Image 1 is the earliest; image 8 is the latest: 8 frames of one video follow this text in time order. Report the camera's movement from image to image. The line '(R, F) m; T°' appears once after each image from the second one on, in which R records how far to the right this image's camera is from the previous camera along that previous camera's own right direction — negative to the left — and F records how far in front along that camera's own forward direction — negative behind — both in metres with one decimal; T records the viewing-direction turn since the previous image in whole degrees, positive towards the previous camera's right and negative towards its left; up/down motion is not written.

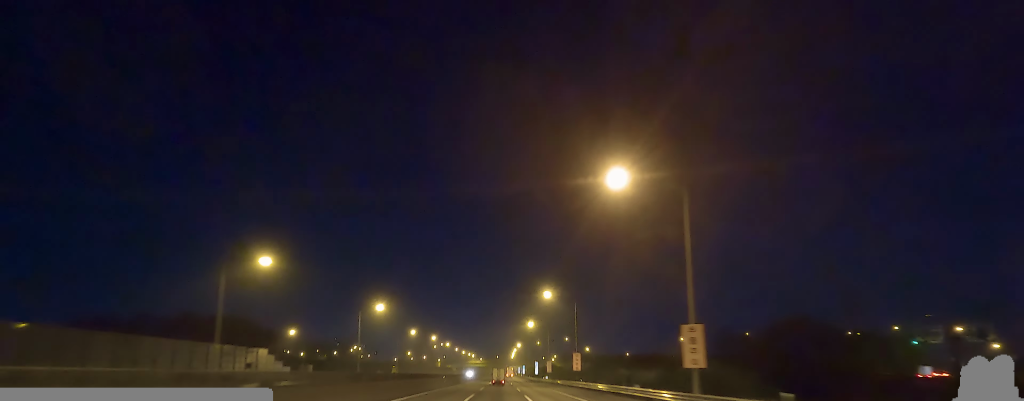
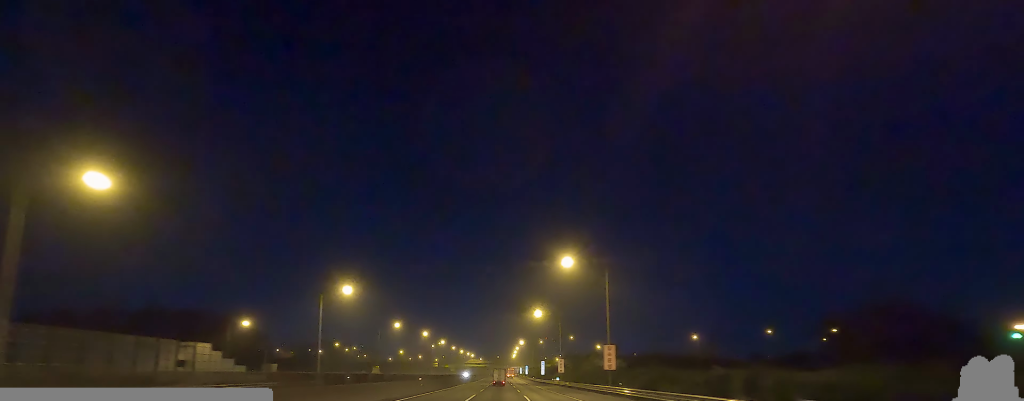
(+0.8, +19.5) m; +1°
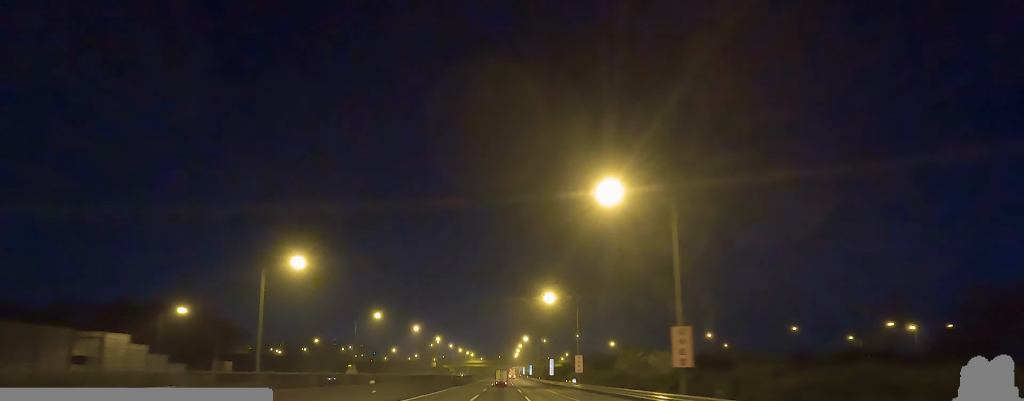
(-0.4, +17.7) m; -2°
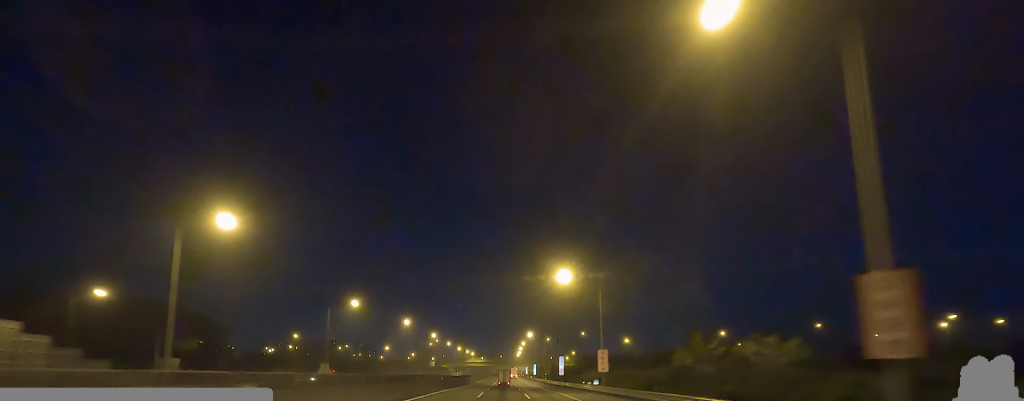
(-0.2, +14.4) m; -1°
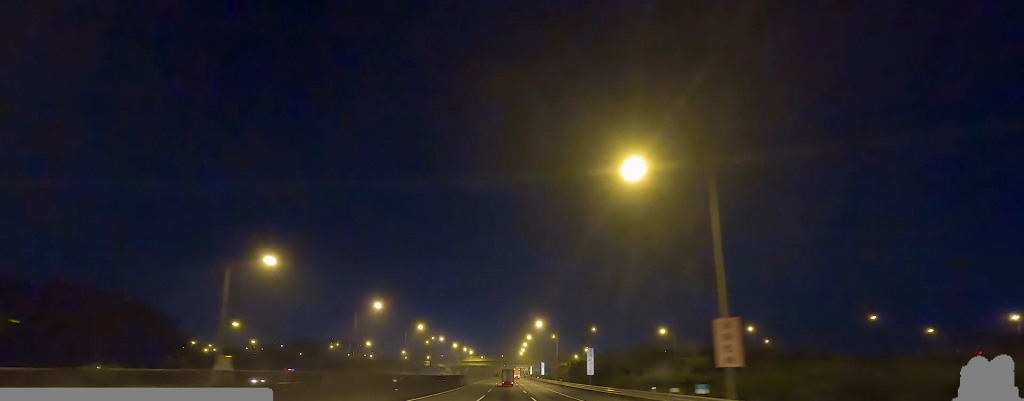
(-0.5, +27.3) m; 0°
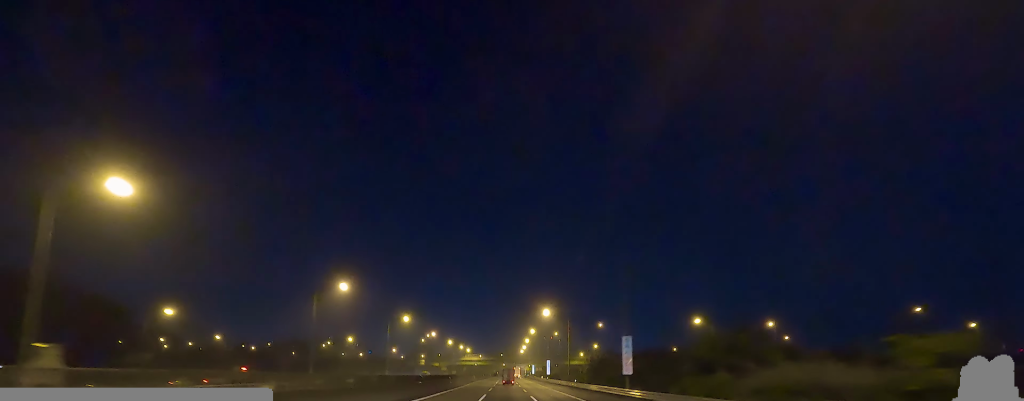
(-0.1, +18.0) m; +2°
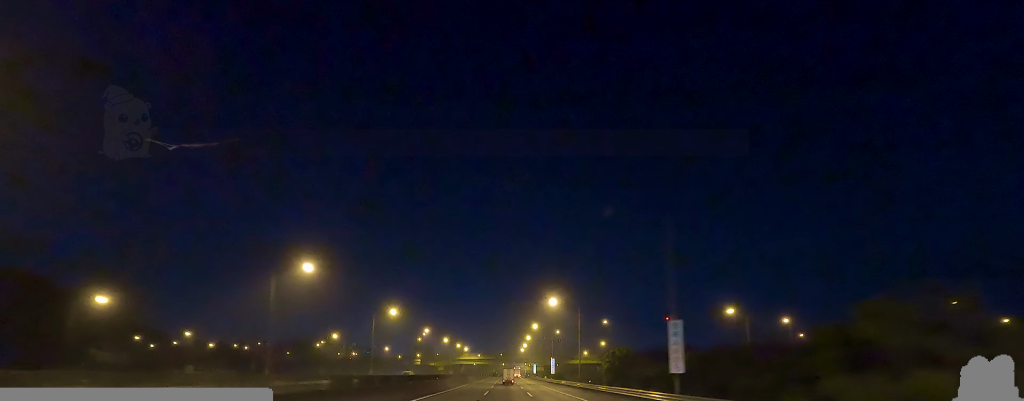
(+0.6, +12.1) m; +1°
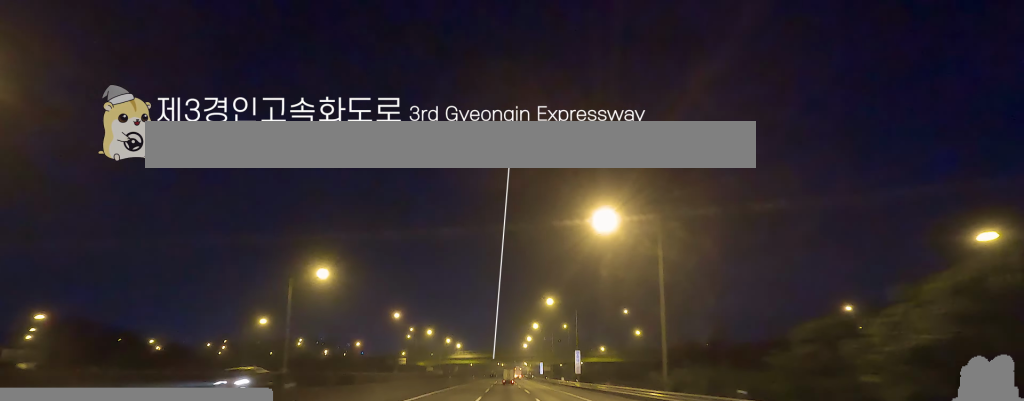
(+0.8, +37.2) m; -1°
